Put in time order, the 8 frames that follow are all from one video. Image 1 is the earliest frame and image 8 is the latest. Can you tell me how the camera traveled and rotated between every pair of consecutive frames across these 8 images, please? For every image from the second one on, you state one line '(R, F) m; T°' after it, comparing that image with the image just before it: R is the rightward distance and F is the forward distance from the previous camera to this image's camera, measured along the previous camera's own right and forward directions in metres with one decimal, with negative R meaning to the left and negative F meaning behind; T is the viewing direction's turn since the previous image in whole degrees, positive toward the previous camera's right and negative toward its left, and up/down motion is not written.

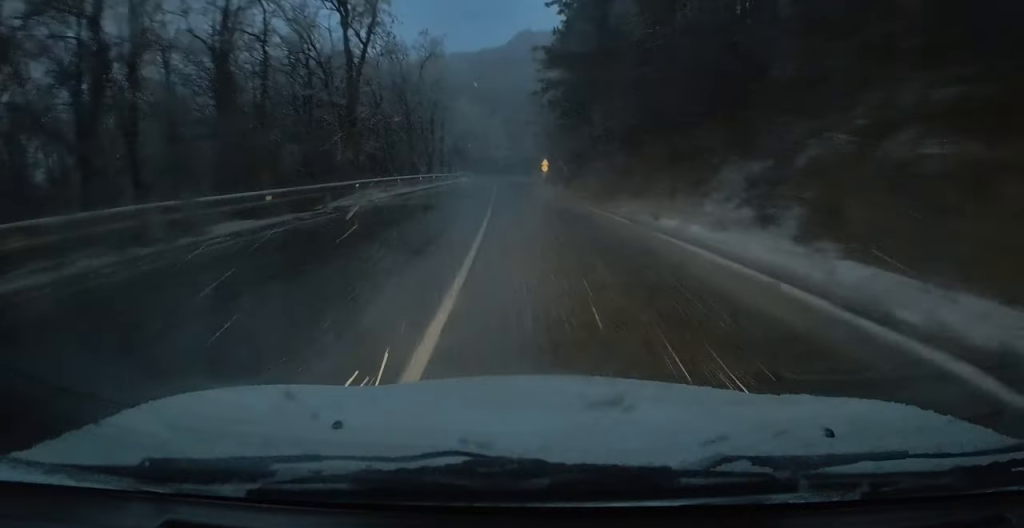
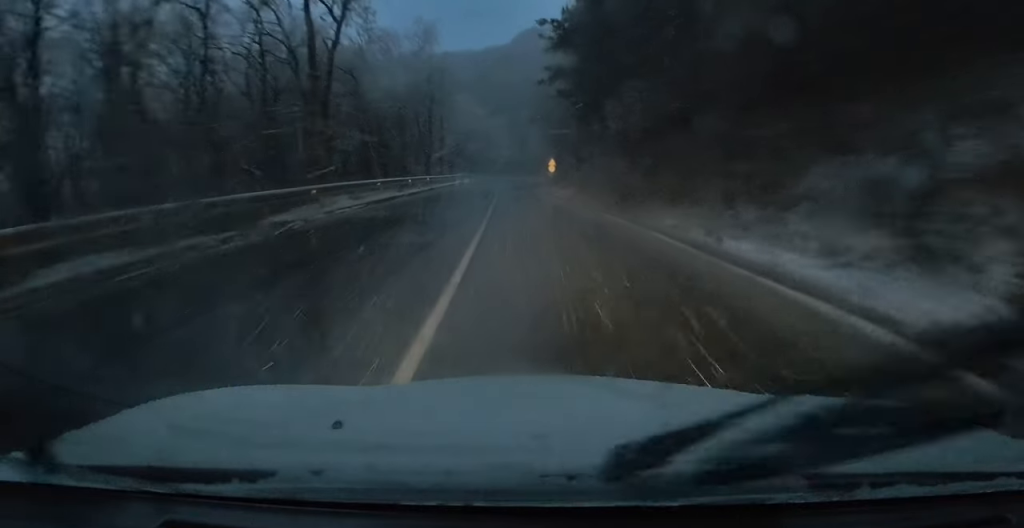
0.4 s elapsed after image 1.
(-0.2, +5.6) m; 0°
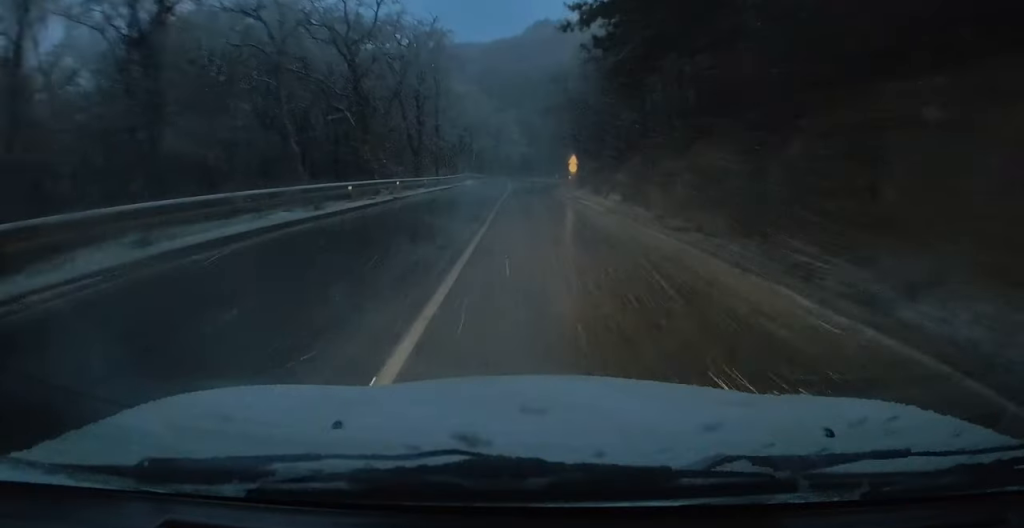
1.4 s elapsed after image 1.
(0.0, +14.6) m; +2°
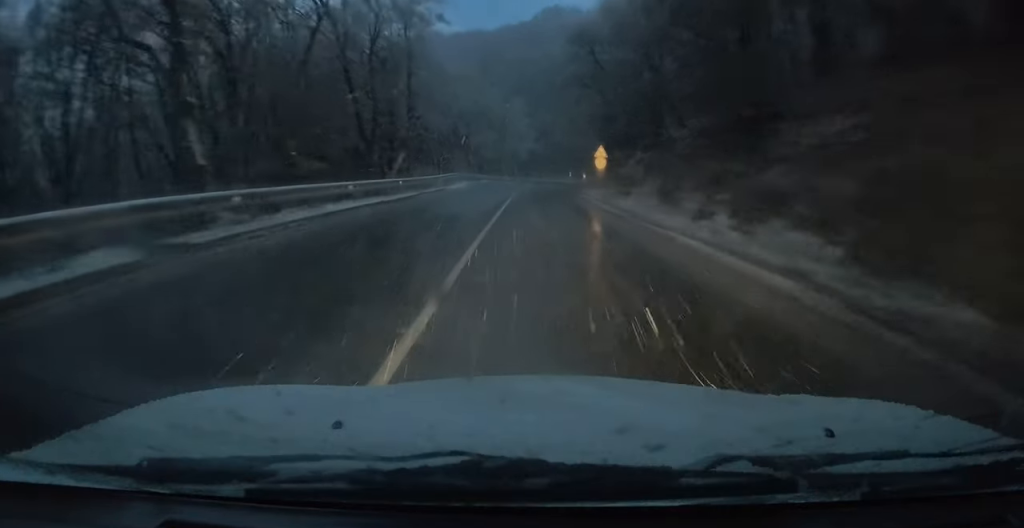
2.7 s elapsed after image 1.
(+0.6, +17.8) m; +2°
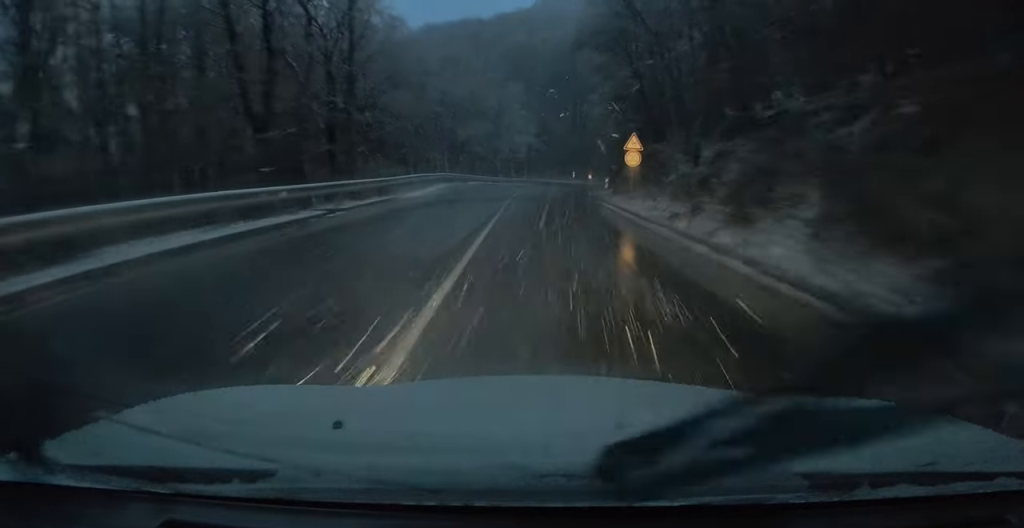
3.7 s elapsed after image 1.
(-0.1, +14.6) m; 0°
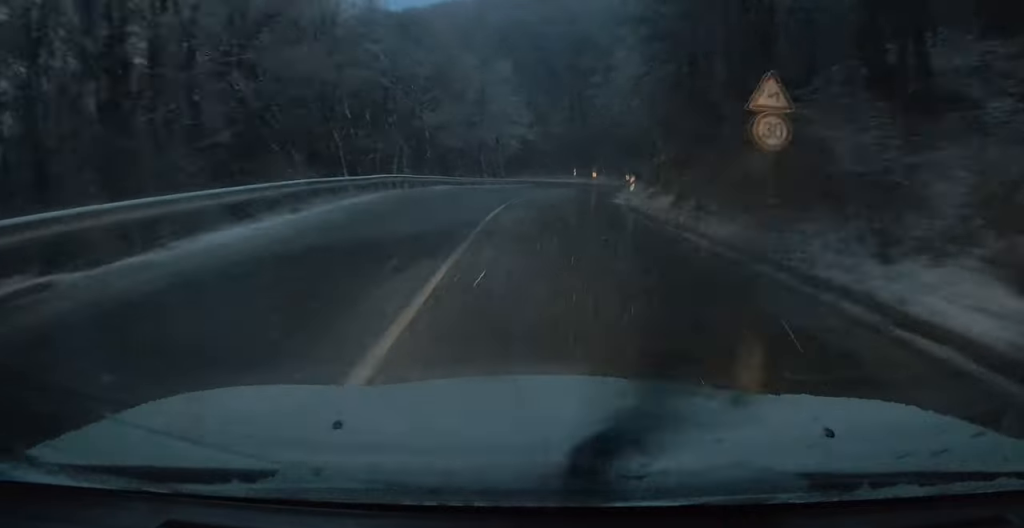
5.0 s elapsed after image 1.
(0.0, +18.7) m; 0°
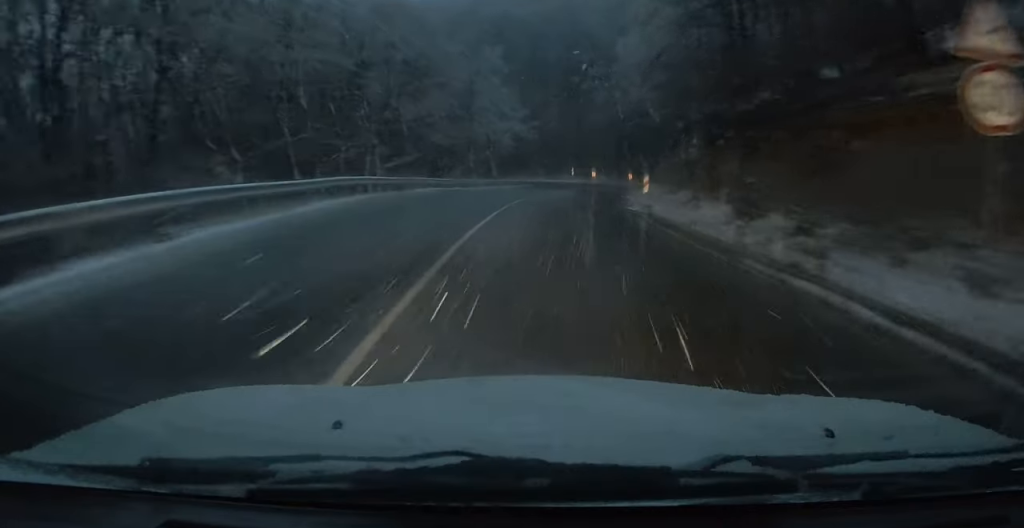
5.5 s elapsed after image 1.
(0.0, +7.0) m; +1°
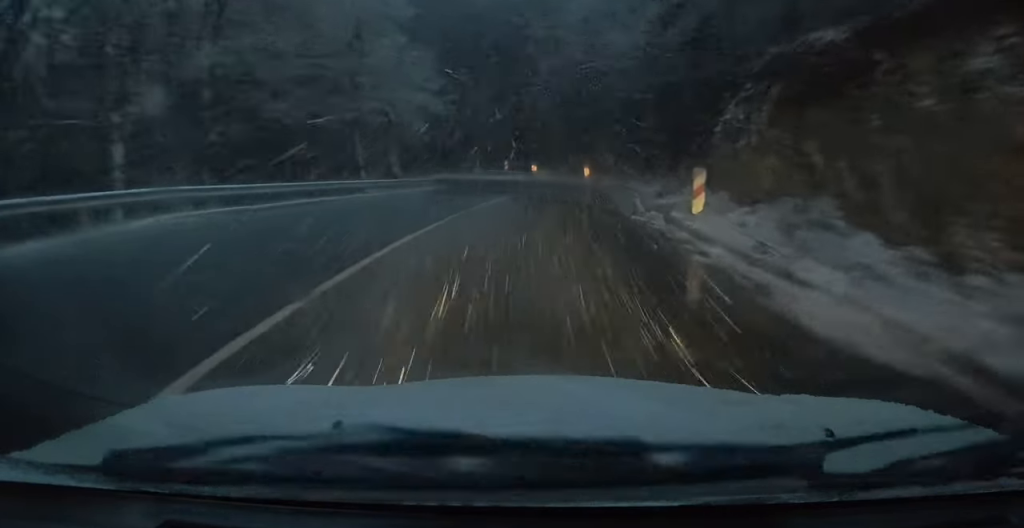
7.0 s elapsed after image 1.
(+0.5, +21.1) m; +3°
